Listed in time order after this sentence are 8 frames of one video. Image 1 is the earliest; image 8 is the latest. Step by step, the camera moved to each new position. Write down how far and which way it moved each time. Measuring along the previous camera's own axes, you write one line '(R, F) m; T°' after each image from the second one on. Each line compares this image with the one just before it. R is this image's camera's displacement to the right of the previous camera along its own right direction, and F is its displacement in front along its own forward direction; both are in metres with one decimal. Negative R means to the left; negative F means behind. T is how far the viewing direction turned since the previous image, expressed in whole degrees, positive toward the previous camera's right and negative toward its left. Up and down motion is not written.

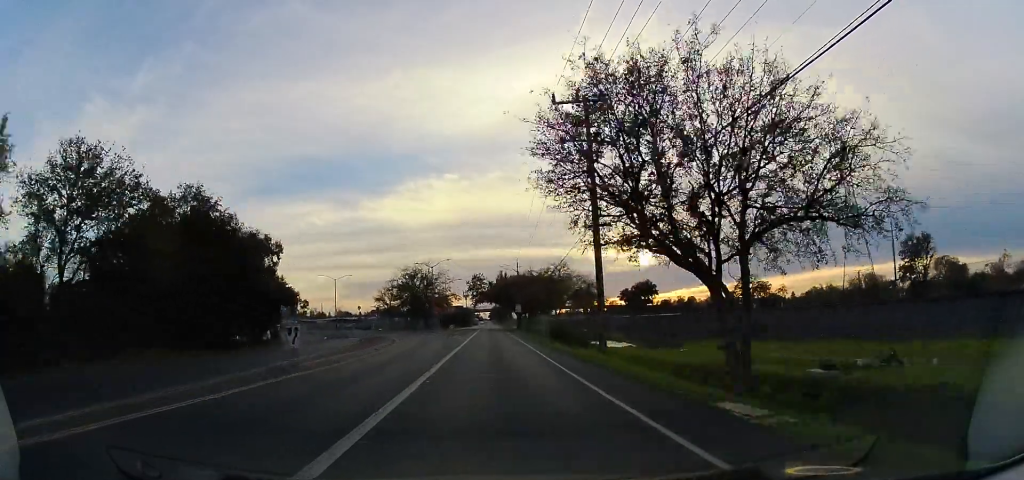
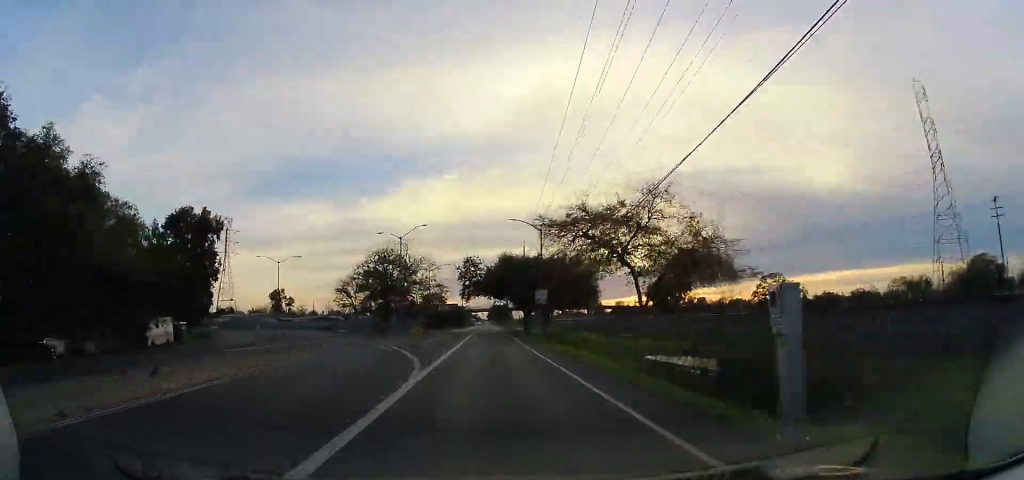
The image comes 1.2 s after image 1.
(-0.2, +25.6) m; 0°
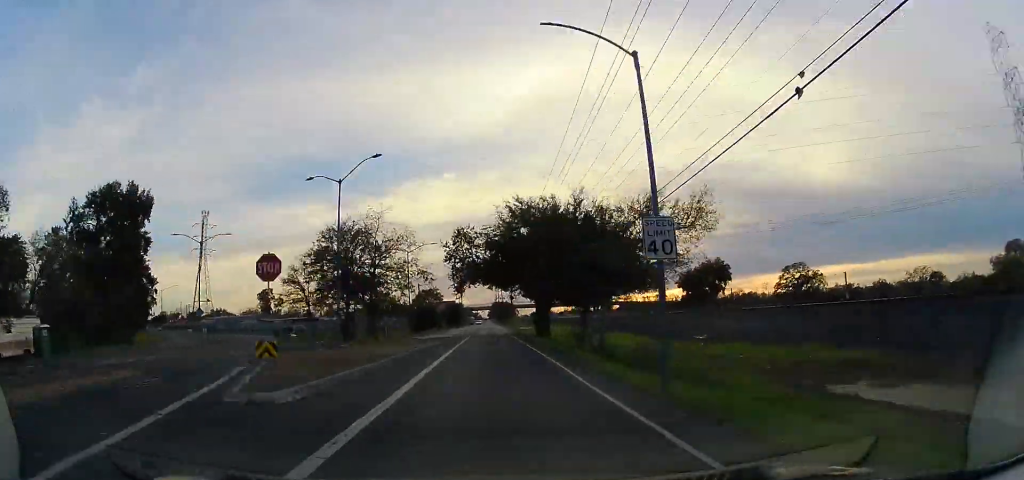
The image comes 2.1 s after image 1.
(+0.2, +19.9) m; 0°
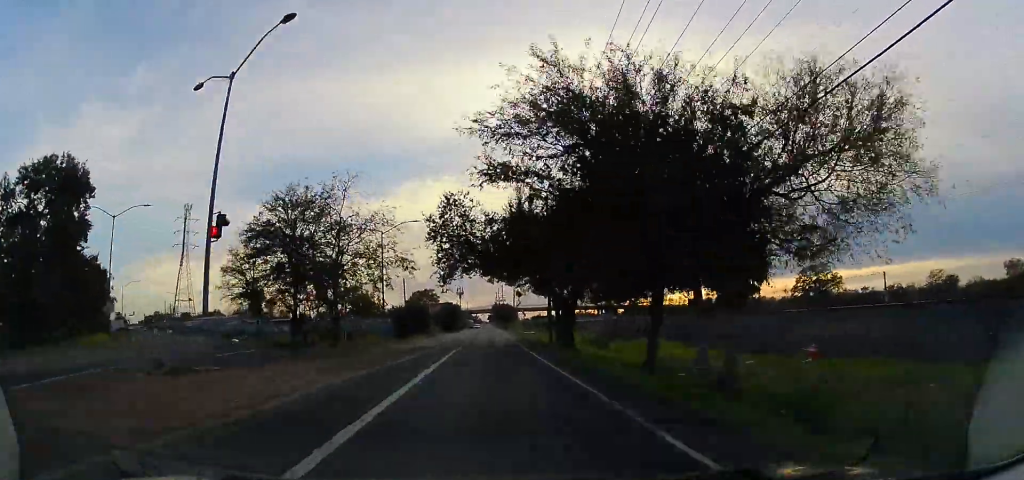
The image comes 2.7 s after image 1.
(-0.1, +13.5) m; 0°
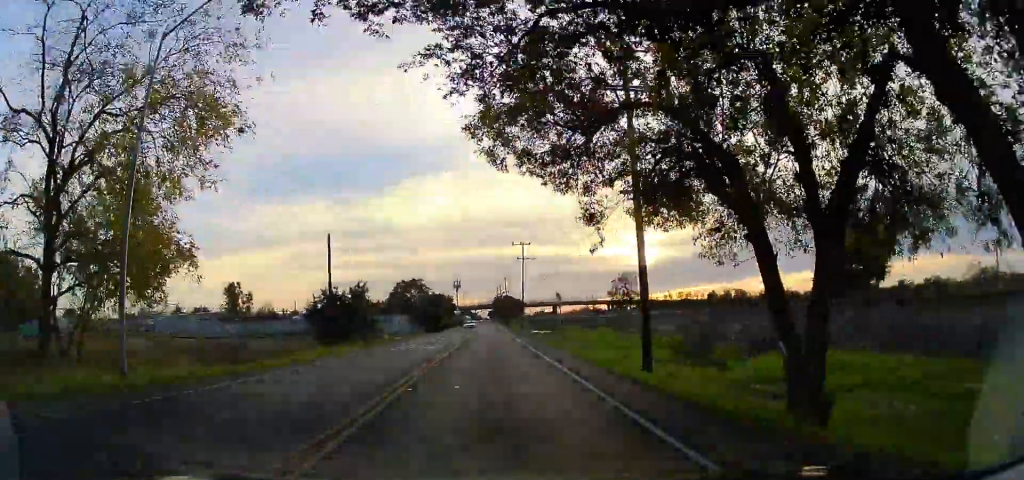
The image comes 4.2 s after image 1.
(+0.1, +30.5) m; 0°
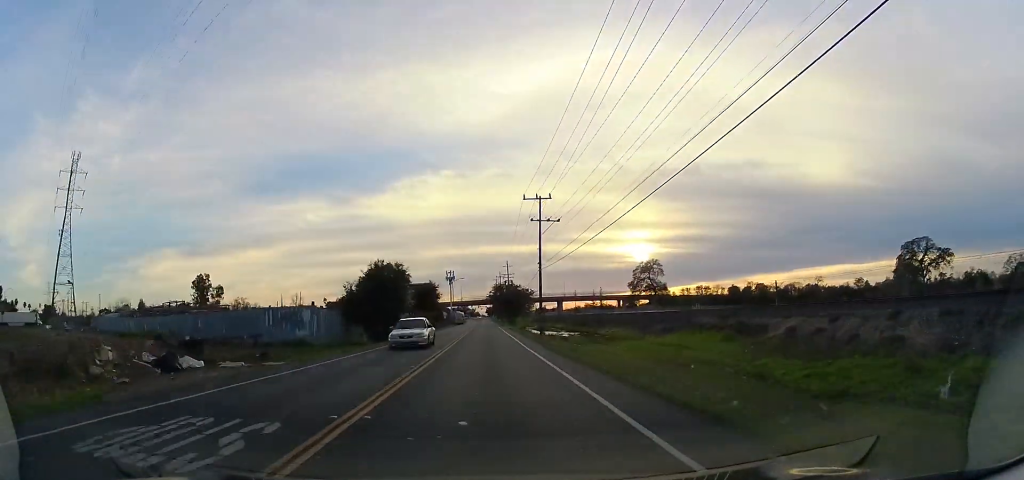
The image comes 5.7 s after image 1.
(-0.4, +31.9) m; -1°
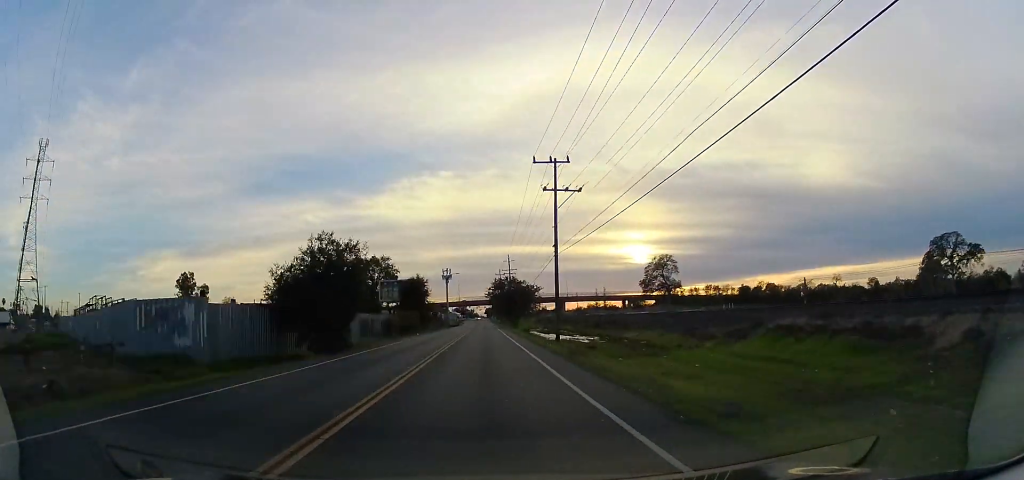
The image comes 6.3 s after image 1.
(0.0, +14.1) m; 0°
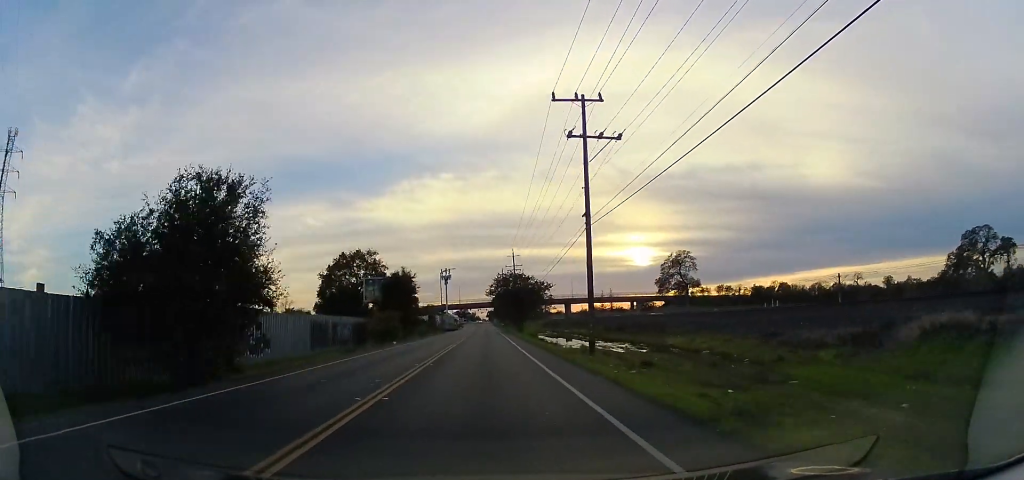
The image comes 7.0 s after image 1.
(0.0, +13.3) m; 0°
